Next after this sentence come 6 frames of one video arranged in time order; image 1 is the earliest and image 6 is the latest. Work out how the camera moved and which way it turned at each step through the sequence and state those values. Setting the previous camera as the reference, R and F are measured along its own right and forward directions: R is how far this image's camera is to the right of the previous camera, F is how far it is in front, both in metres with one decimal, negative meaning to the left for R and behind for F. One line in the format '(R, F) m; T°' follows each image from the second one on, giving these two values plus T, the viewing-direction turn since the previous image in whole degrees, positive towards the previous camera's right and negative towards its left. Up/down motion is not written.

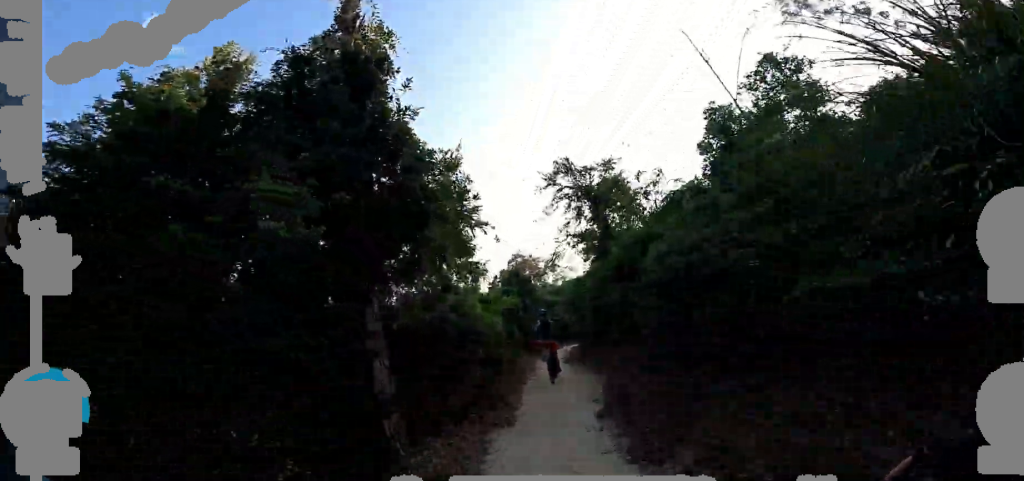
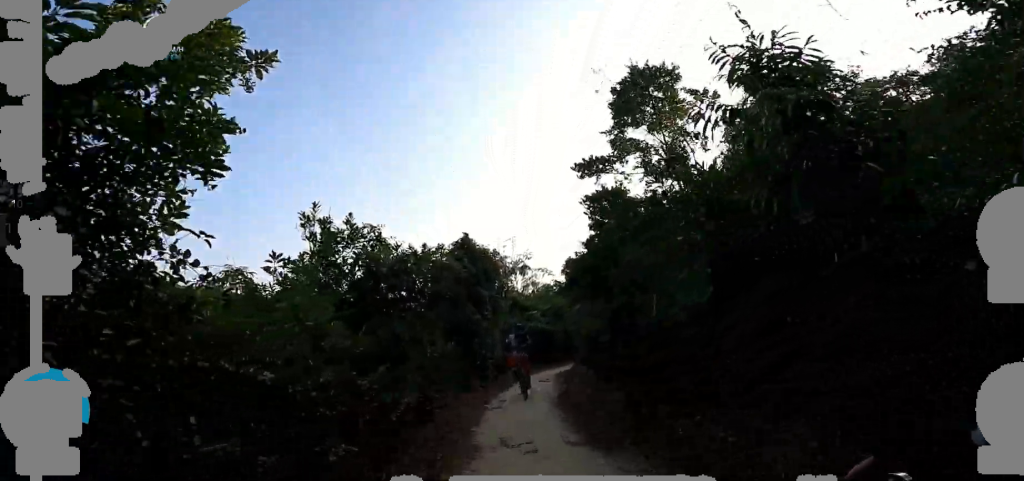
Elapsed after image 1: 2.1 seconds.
(-0.3, +8.9) m; +4°
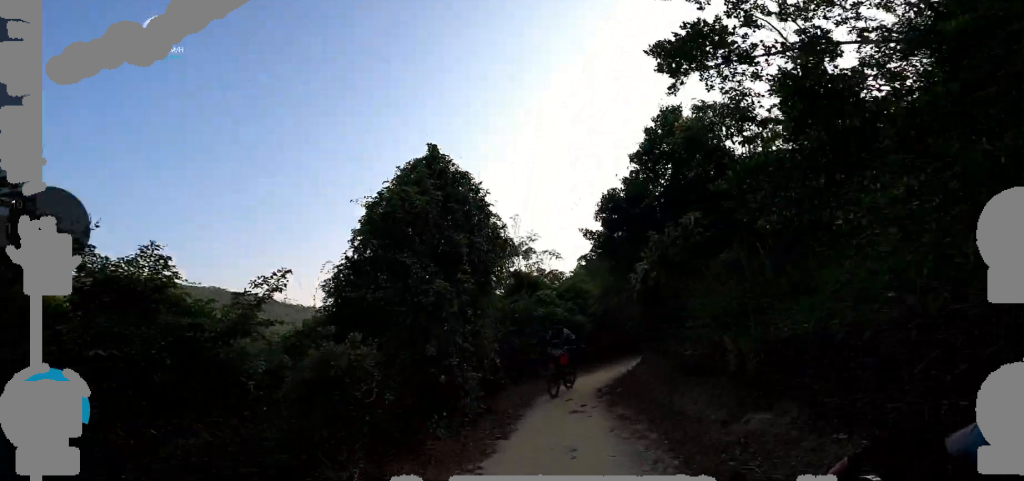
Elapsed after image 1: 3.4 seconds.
(-0.1, +5.9) m; +5°
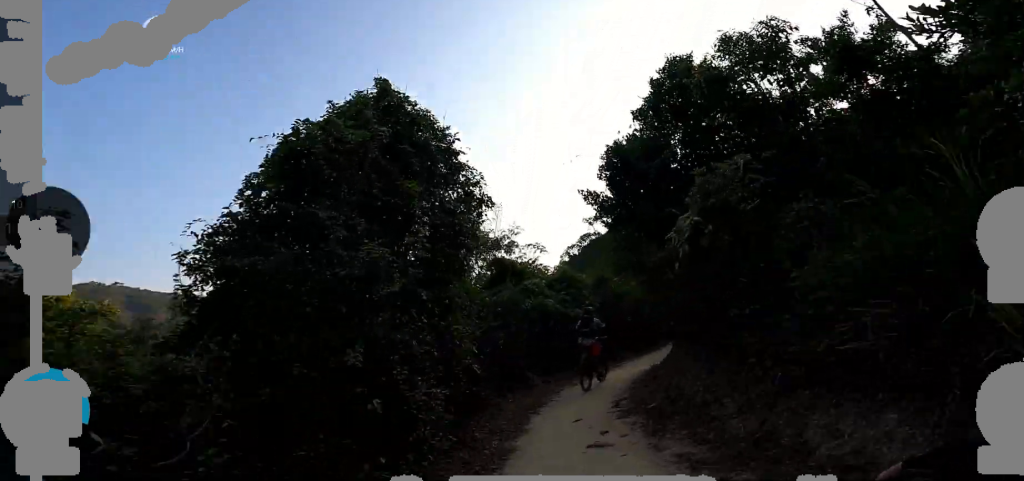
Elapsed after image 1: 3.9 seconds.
(+0.1, +2.1) m; 0°
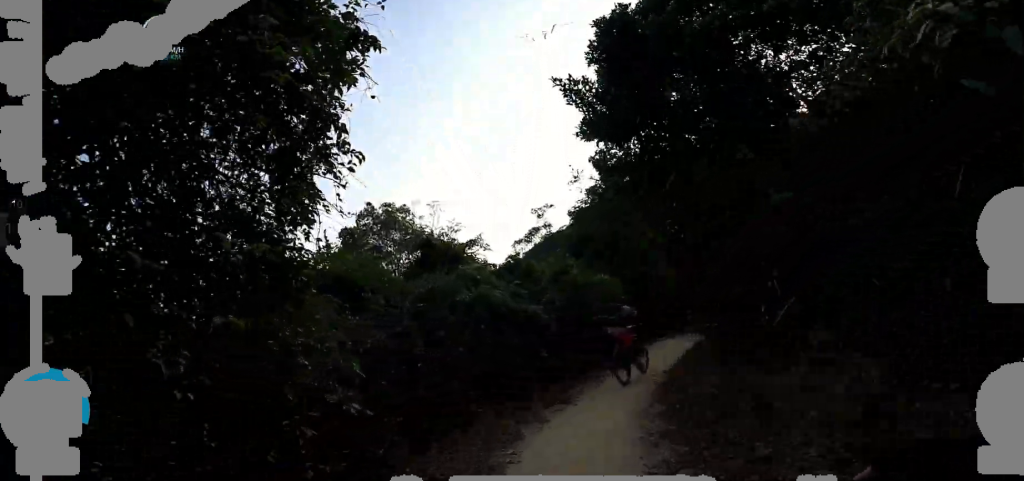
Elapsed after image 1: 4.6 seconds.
(+0.8, +3.2) m; -4°
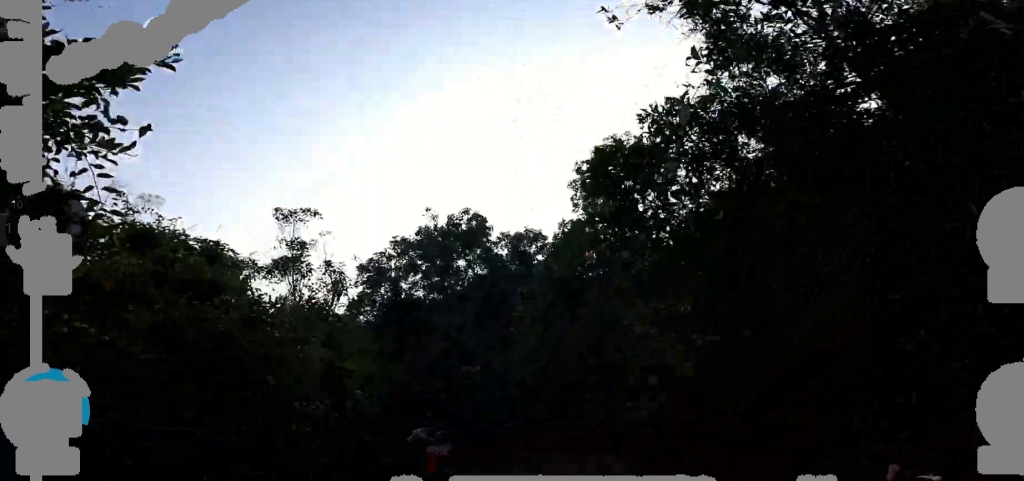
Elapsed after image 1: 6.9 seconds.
(+0.6, +9.7) m; +24°
